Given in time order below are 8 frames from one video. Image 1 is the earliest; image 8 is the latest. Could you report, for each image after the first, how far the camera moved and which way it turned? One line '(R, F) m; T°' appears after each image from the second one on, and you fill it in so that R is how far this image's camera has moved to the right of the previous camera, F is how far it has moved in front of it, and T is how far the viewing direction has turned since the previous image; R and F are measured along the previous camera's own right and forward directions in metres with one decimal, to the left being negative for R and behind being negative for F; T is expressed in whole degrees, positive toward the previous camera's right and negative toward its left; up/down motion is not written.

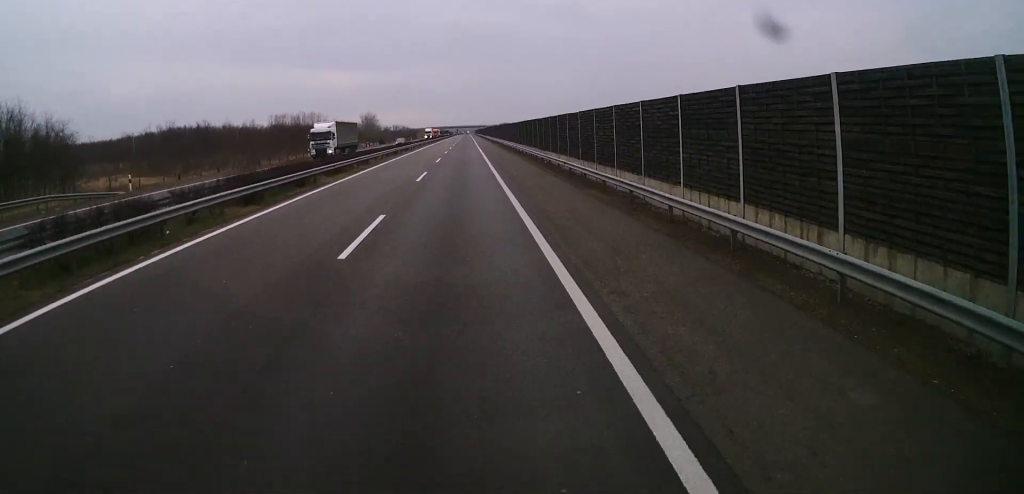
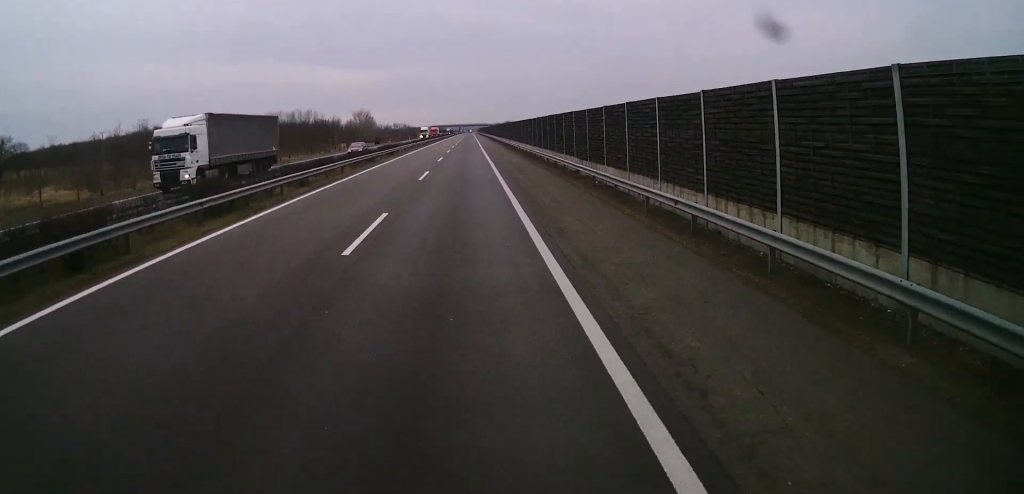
(-0.1, +17.7) m; 0°
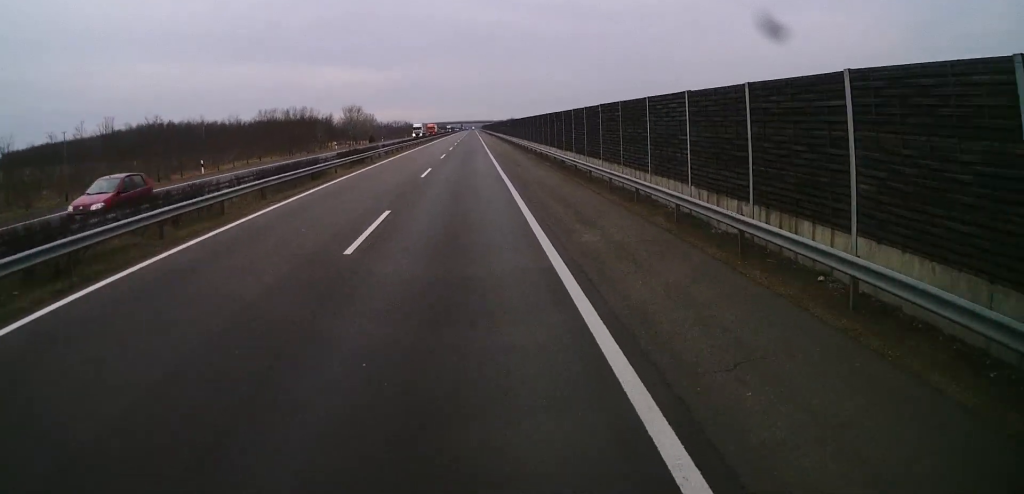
(0.0, +18.5) m; 0°
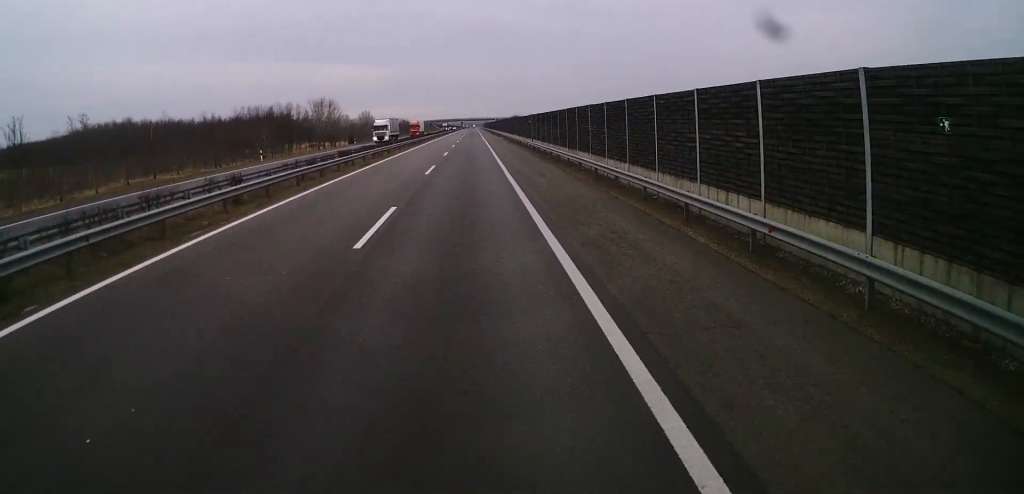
(0.0, +36.2) m; +1°
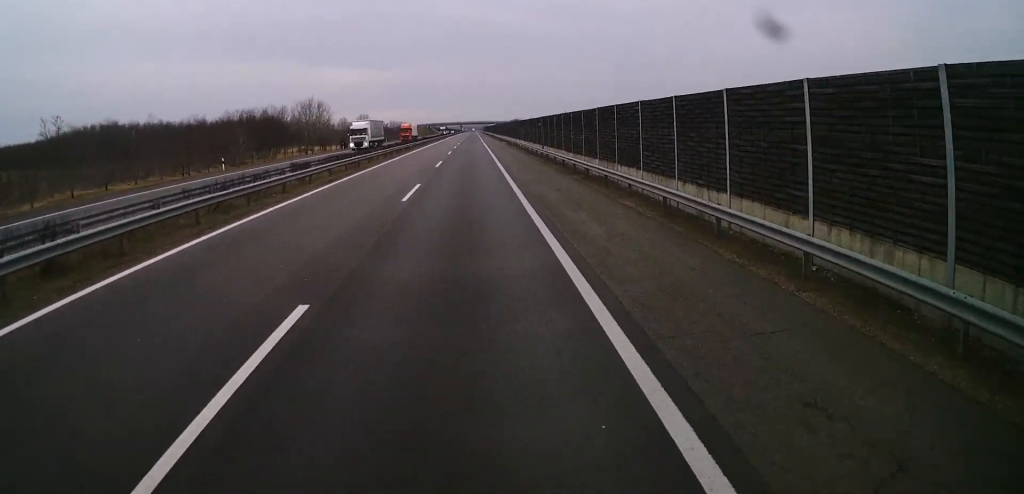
(+0.1, +10.0) m; 0°
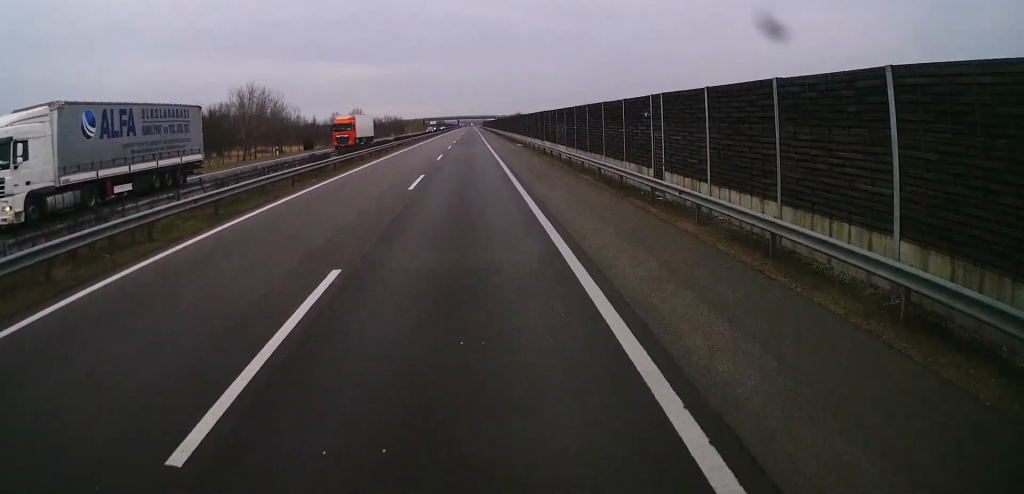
(-0.1, +34.6) m; -1°
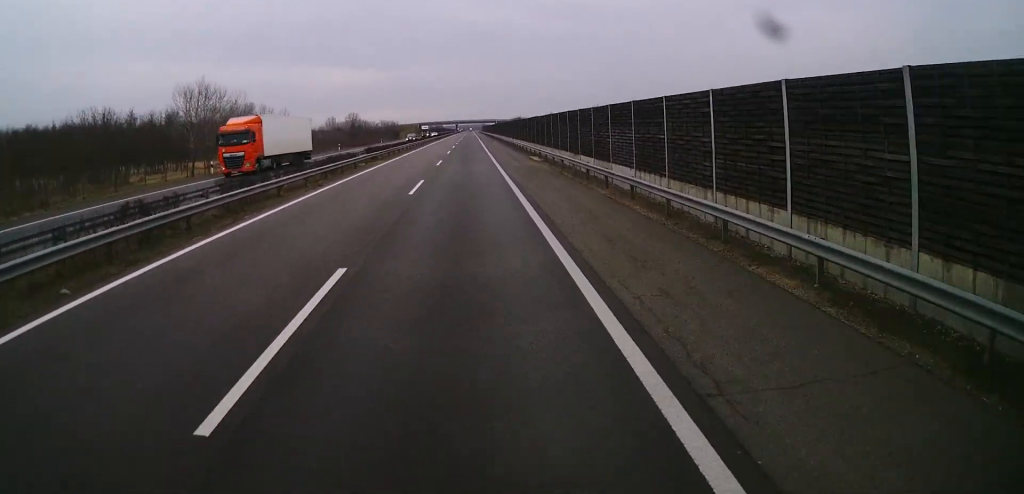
(0.0, +17.8) m; 0°
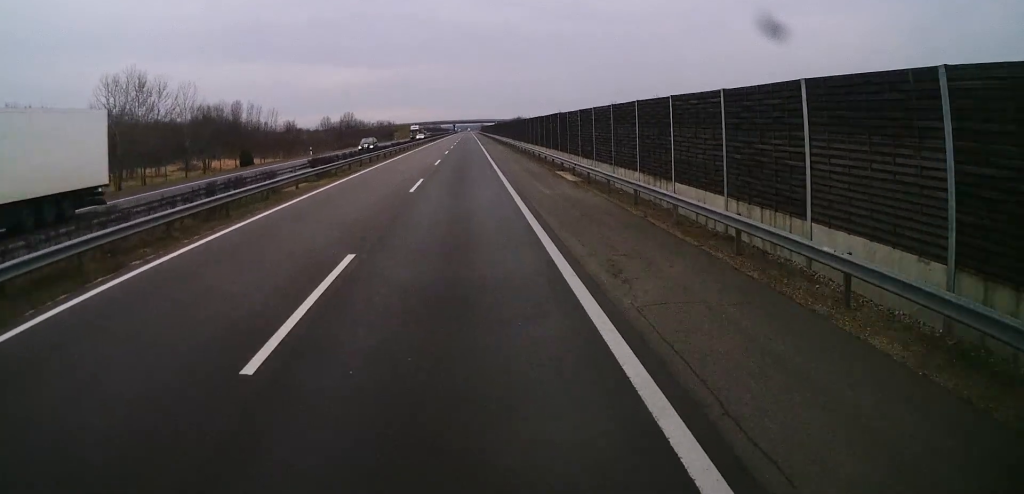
(0.0, +17.0) m; 0°
